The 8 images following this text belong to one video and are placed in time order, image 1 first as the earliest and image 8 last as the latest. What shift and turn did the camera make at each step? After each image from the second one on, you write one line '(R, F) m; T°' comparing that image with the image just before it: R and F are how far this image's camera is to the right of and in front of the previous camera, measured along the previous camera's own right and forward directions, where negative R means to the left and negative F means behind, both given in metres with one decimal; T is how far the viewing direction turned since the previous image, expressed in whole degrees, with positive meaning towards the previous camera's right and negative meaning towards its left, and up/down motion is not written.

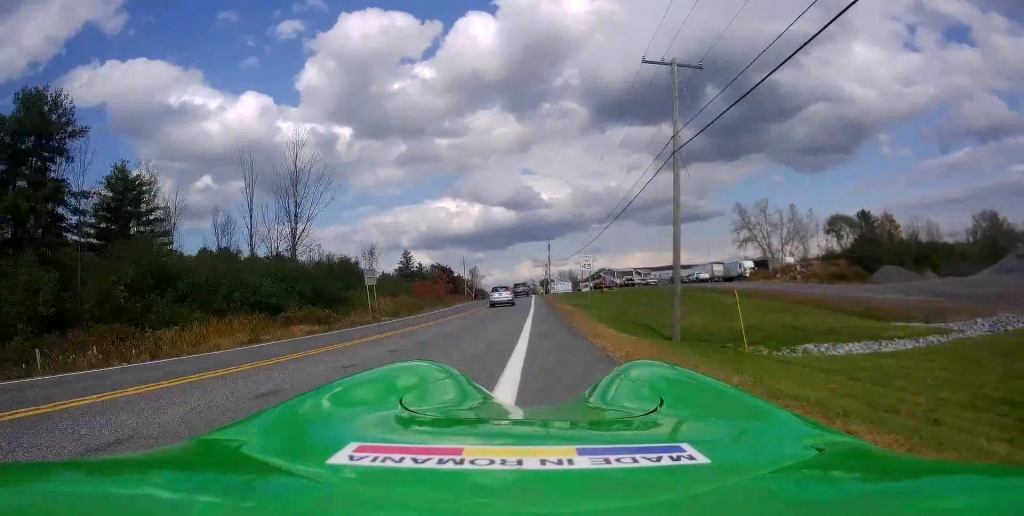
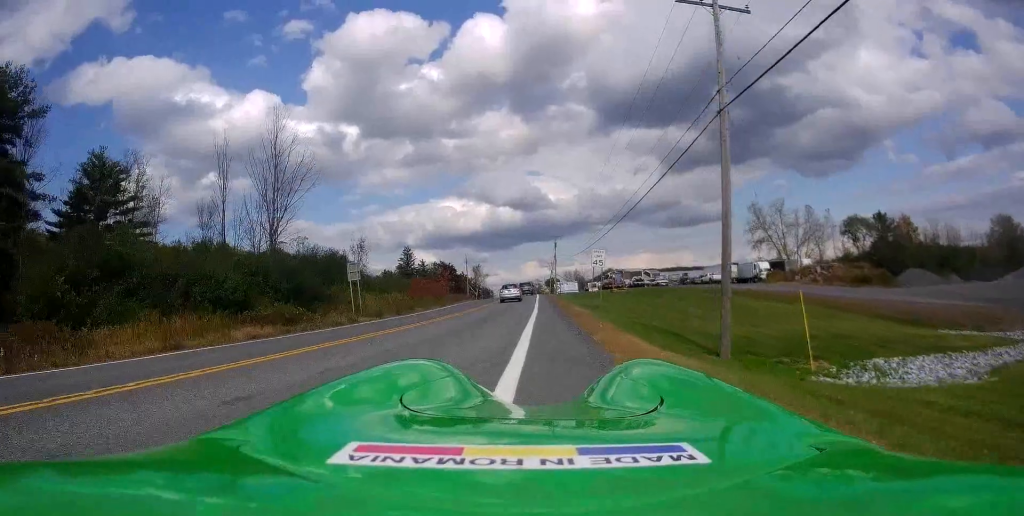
(+0.1, +5.2) m; 0°
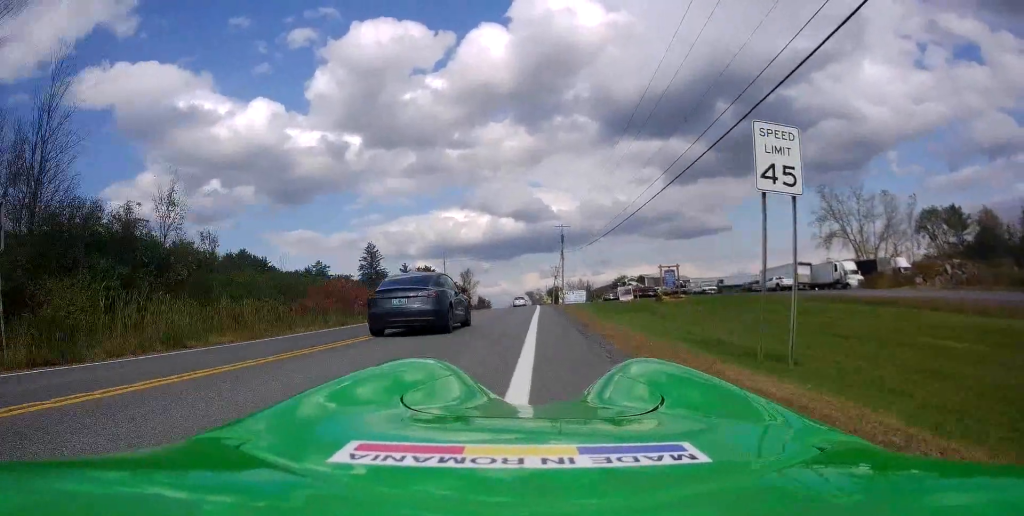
(-0.7, +30.5) m; -3°
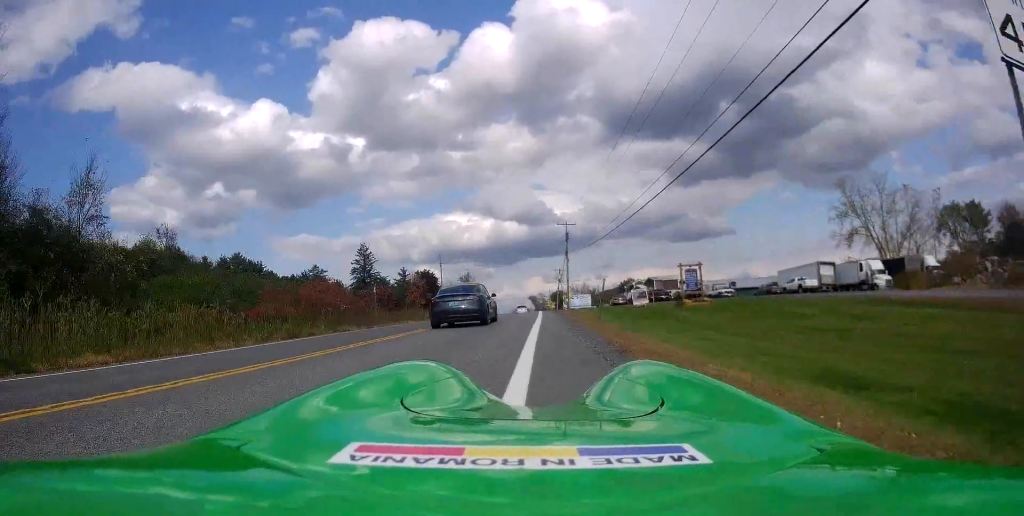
(-0.1, +5.9) m; +1°
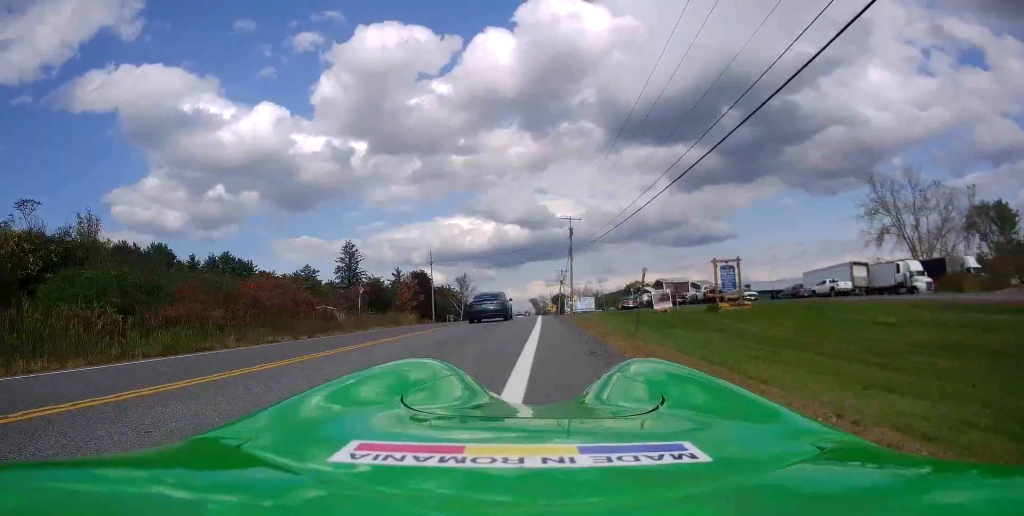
(+0.1, +8.4) m; +1°
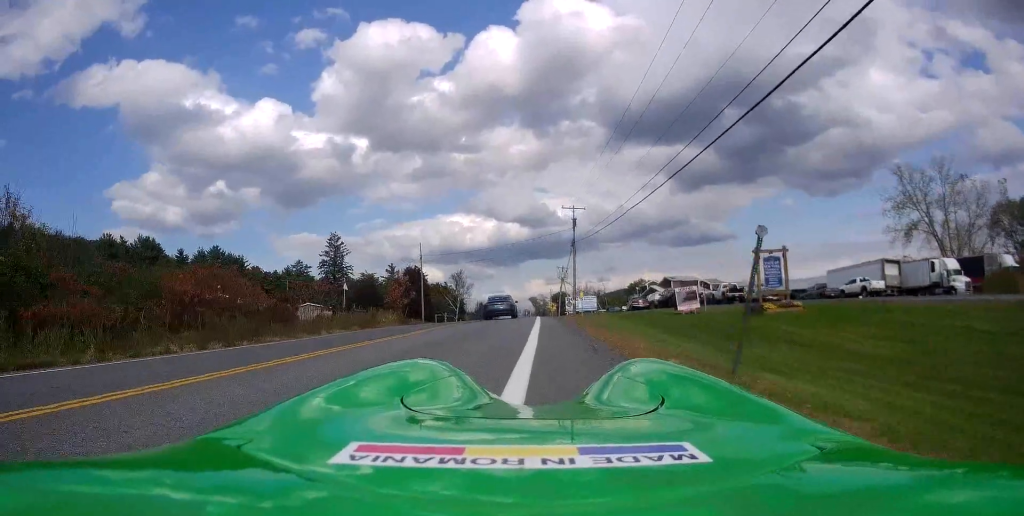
(+0.1, +7.1) m; +1°
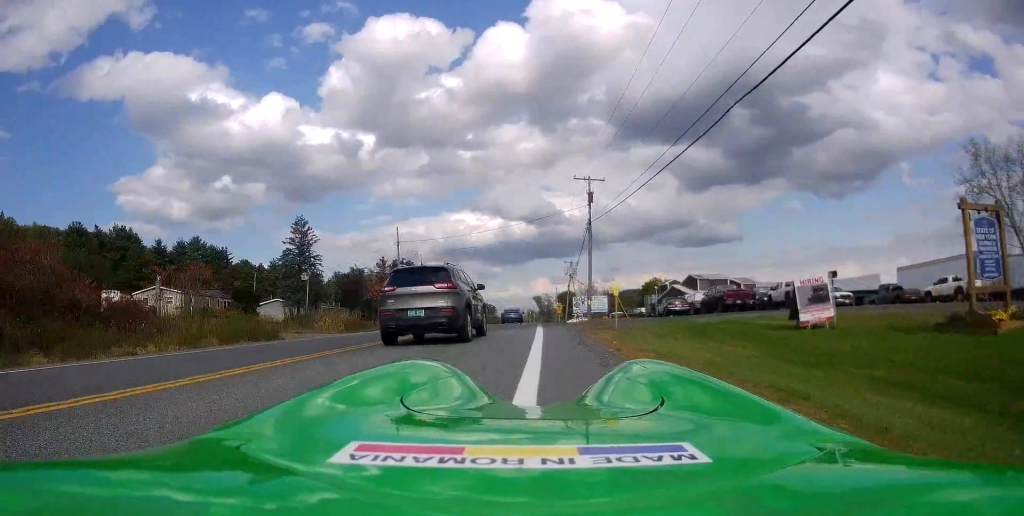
(-0.2, +14.9) m; -1°
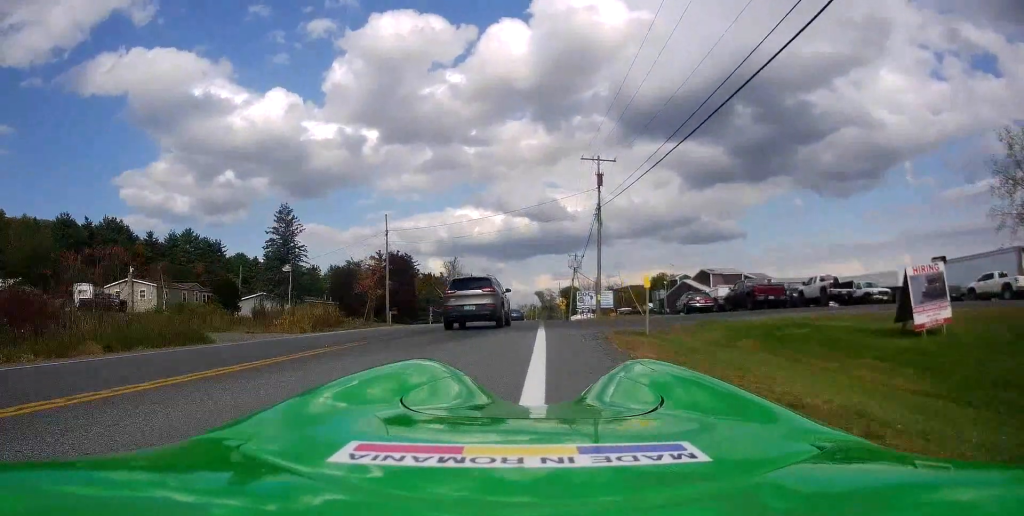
(0.0, +5.4) m; -1°
